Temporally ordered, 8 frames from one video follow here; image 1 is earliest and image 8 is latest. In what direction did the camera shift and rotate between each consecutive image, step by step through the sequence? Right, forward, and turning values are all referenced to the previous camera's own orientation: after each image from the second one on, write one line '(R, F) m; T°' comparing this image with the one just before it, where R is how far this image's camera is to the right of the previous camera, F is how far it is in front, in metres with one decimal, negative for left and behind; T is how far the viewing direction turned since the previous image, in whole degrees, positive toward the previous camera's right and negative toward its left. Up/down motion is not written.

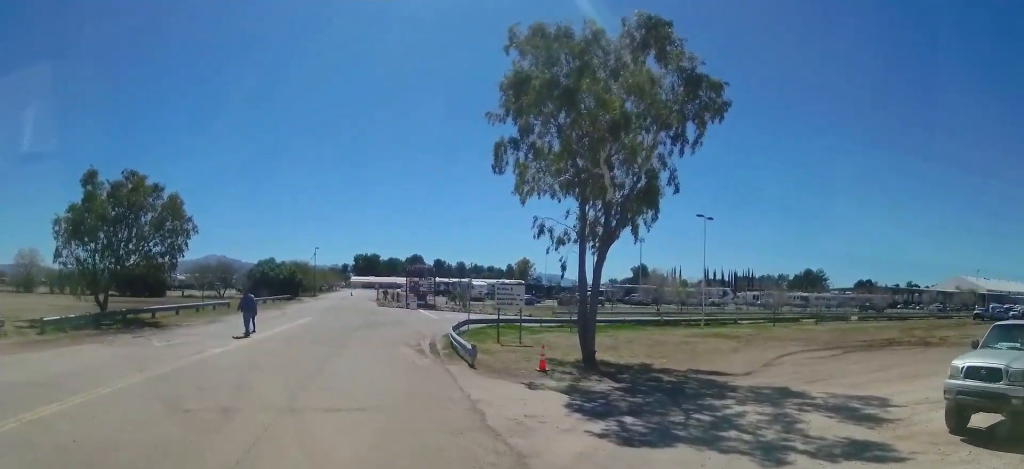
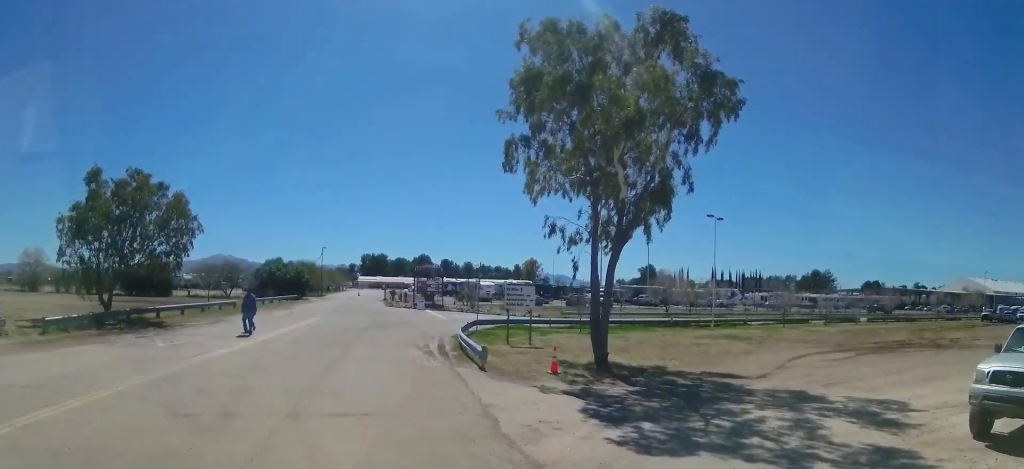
(0.0, +0.3) m; 0°
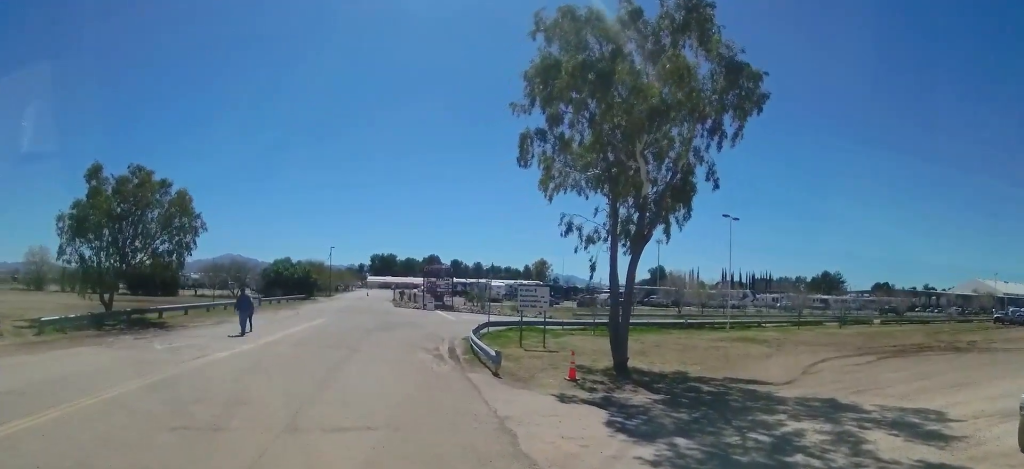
(0.0, +0.6) m; 0°
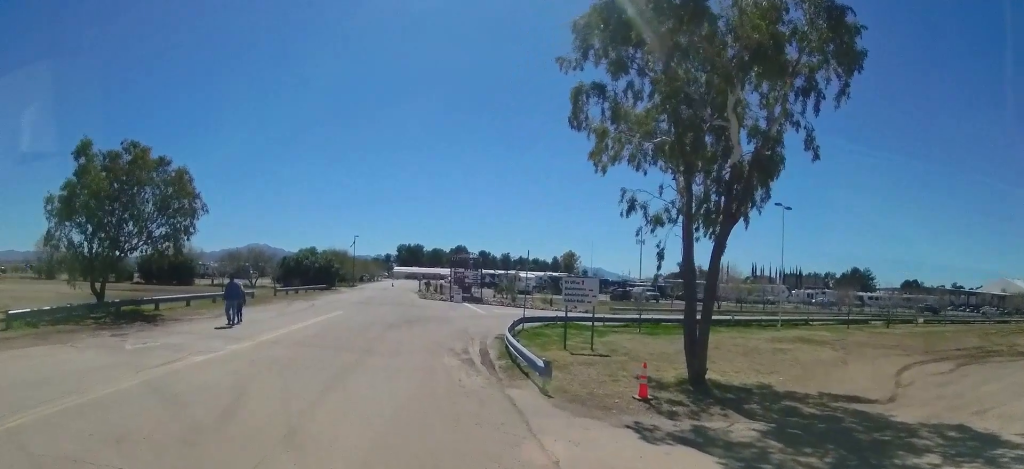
(0.0, +1.3) m; 0°
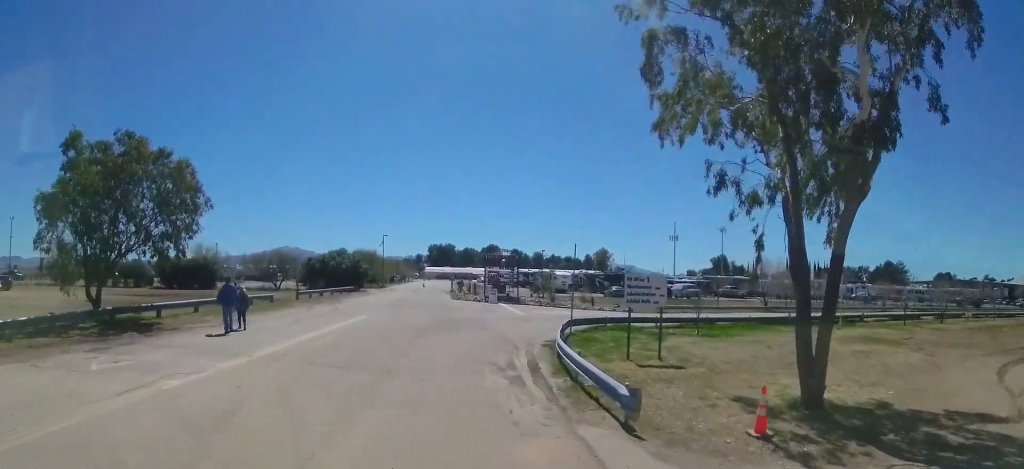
(0.0, +2.1) m; 0°
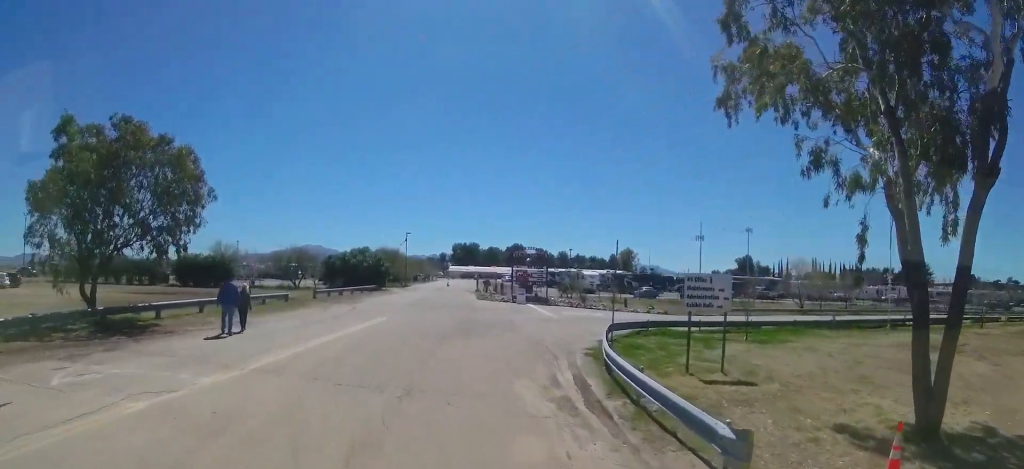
(0.0, +2.2) m; -3°
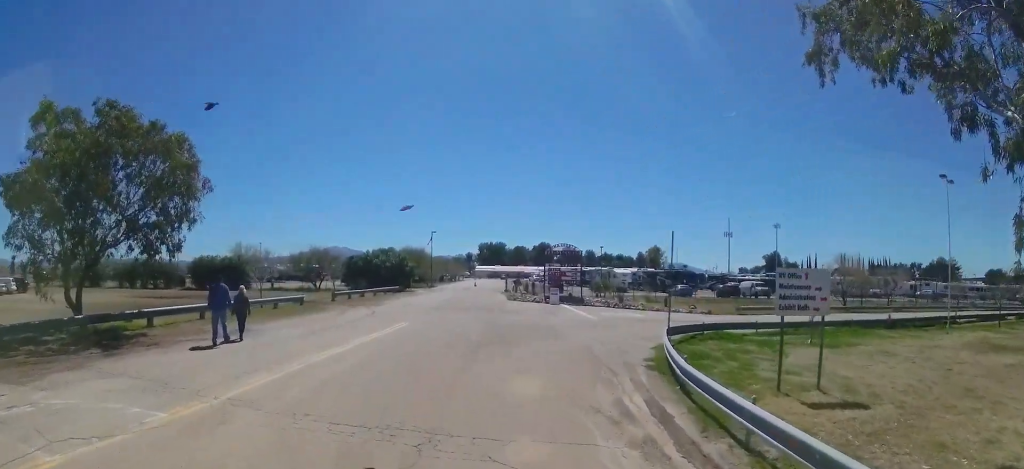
(0.0, +2.8) m; -2°
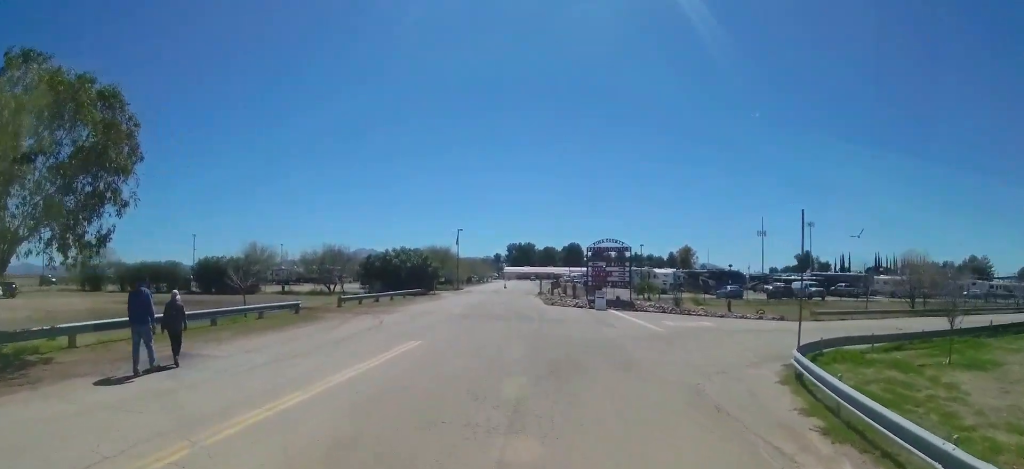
(-0.1, +6.6) m; +2°
